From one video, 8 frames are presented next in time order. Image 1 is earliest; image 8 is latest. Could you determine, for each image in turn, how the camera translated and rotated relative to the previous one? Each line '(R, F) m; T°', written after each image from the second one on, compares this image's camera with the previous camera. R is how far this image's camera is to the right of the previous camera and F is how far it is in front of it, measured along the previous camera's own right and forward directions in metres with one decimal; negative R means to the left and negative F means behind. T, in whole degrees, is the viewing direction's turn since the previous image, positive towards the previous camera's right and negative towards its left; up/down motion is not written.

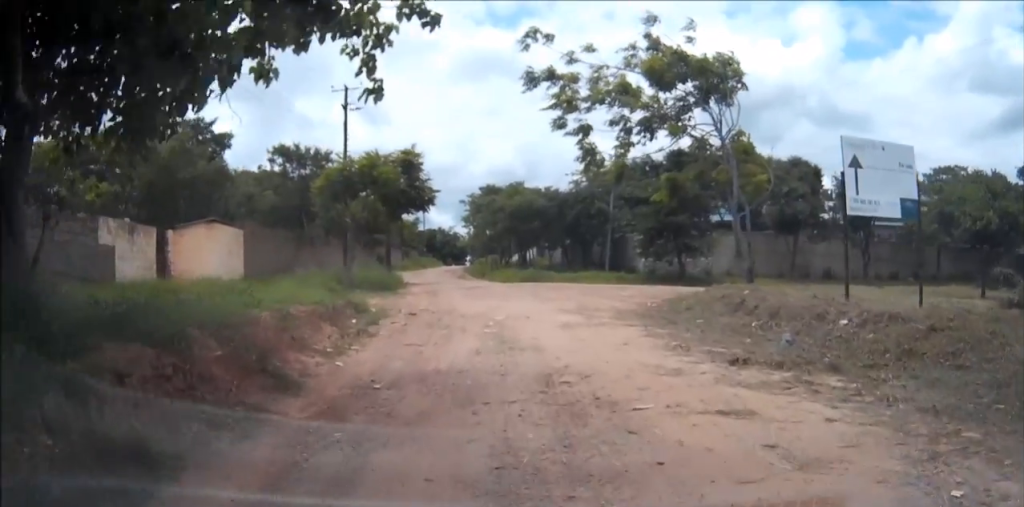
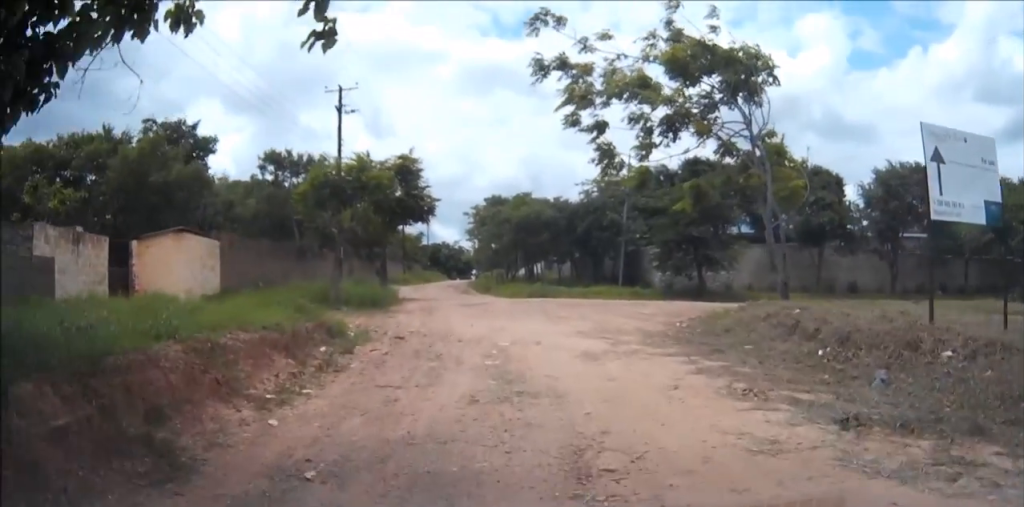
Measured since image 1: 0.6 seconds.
(0.0, +2.9) m; -1°
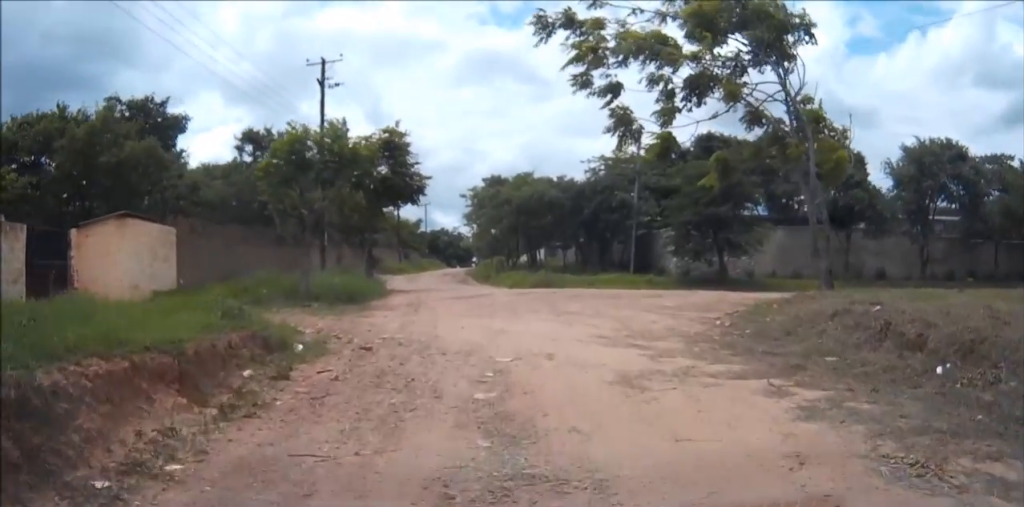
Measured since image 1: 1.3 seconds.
(-0.1, +3.4) m; -2°
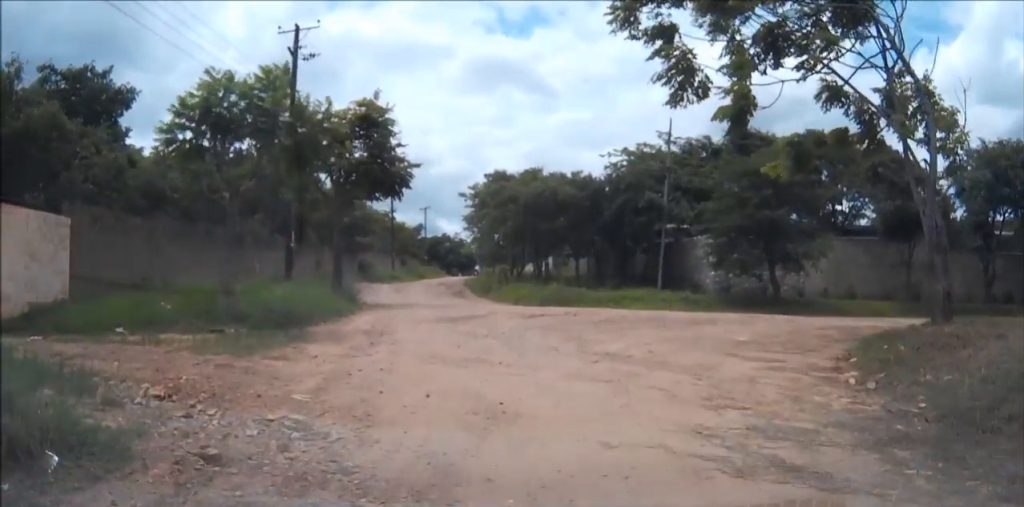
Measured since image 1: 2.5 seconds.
(0.0, +6.0) m; +1°
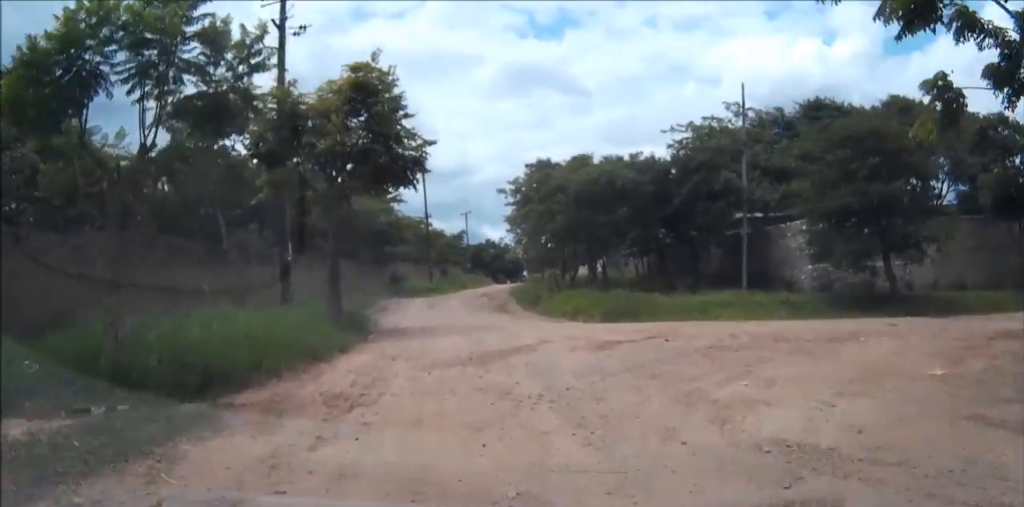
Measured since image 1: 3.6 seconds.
(0.0, +5.6) m; -1°
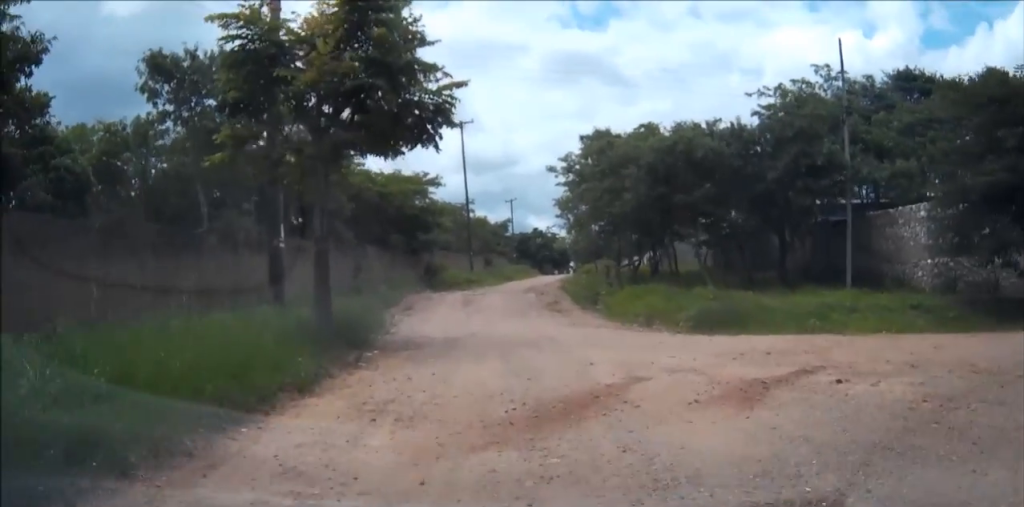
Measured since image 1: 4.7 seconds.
(-0.2, +5.1) m; -3°
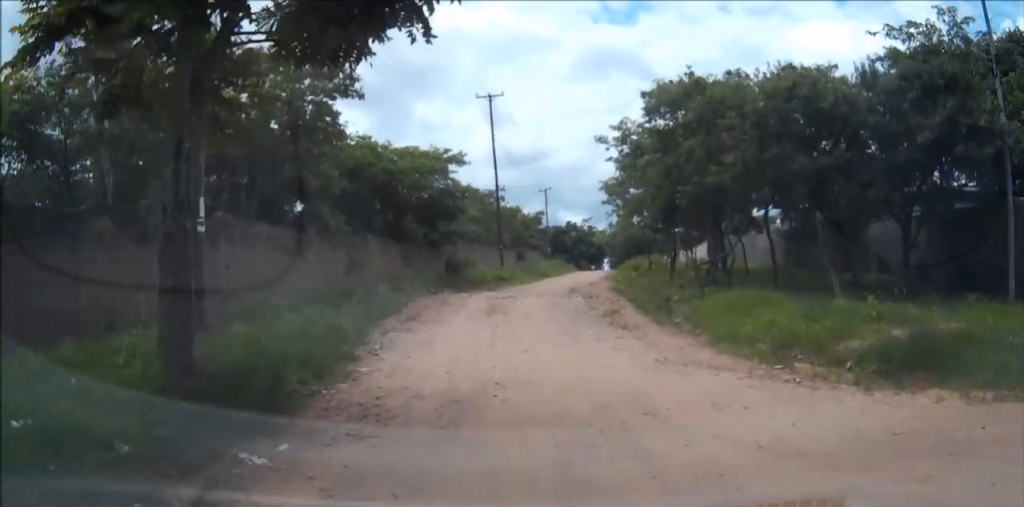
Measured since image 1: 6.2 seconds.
(-0.1, +6.7) m; -2°
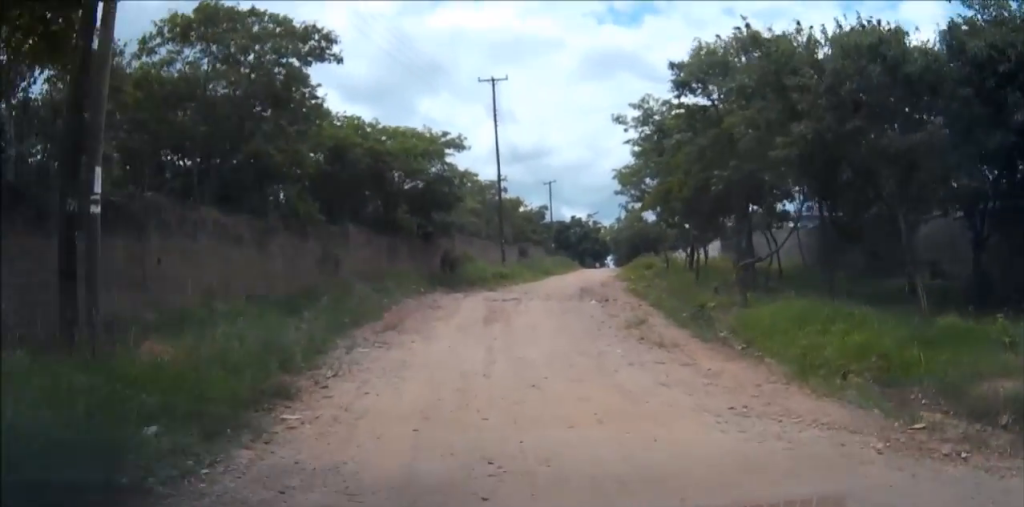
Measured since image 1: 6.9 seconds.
(-0.1, +3.4) m; -2°
